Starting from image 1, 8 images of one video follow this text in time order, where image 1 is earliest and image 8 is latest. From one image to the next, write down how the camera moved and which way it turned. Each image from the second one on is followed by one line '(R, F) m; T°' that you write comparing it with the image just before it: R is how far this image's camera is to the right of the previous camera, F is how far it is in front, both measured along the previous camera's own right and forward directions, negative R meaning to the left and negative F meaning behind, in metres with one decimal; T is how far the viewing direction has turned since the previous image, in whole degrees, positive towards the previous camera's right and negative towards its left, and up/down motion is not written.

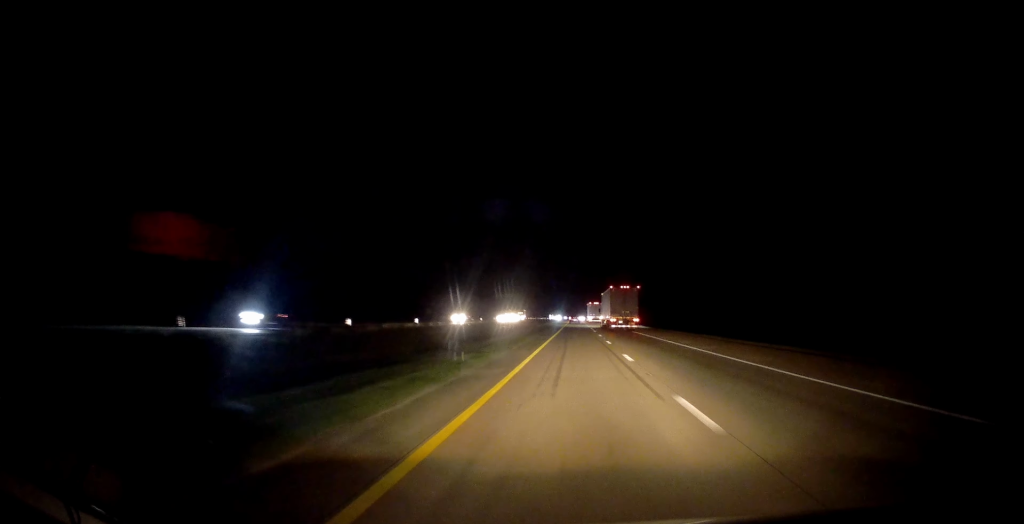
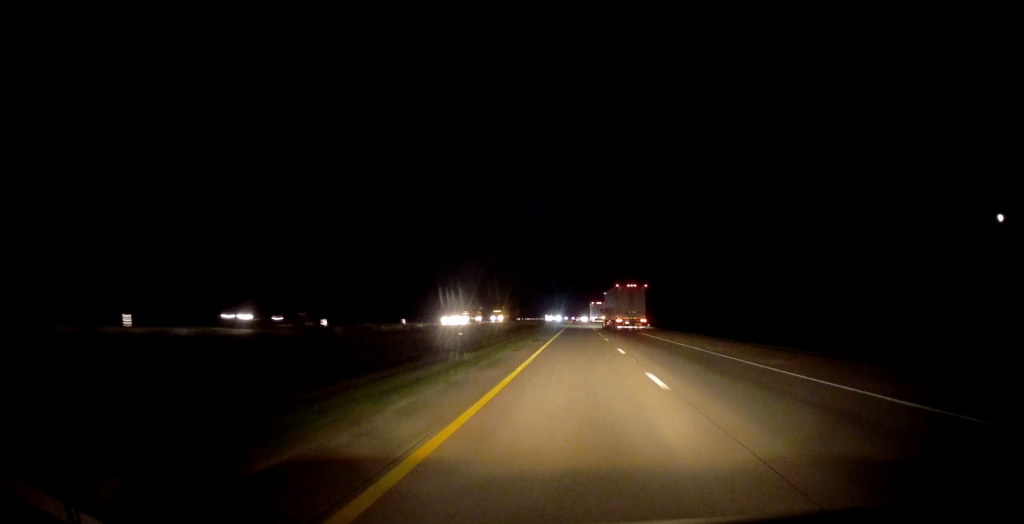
(-0.1, +39.6) m; 0°
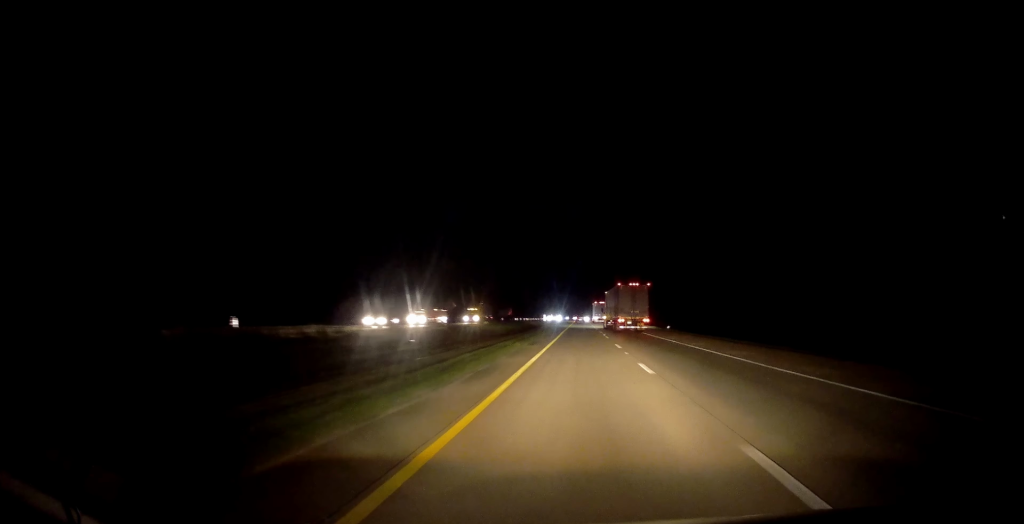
(0.0, +19.6) m; -1°
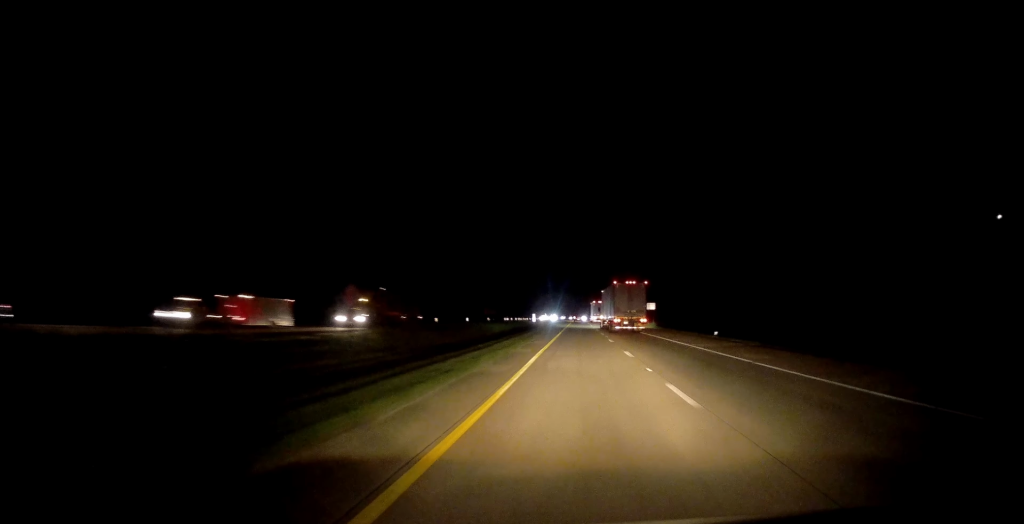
(-0.4, +29.1) m; -1°
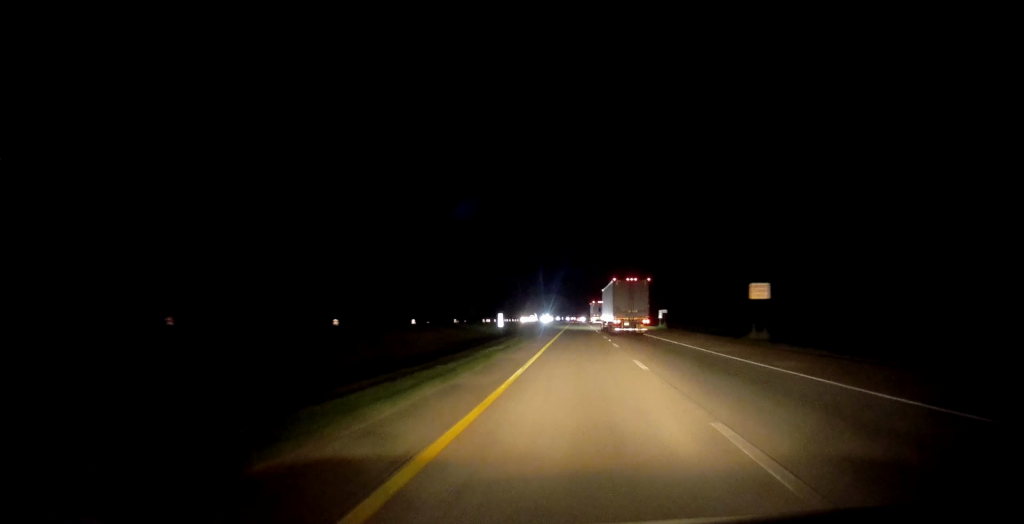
(+0.5, +52.5) m; +1°
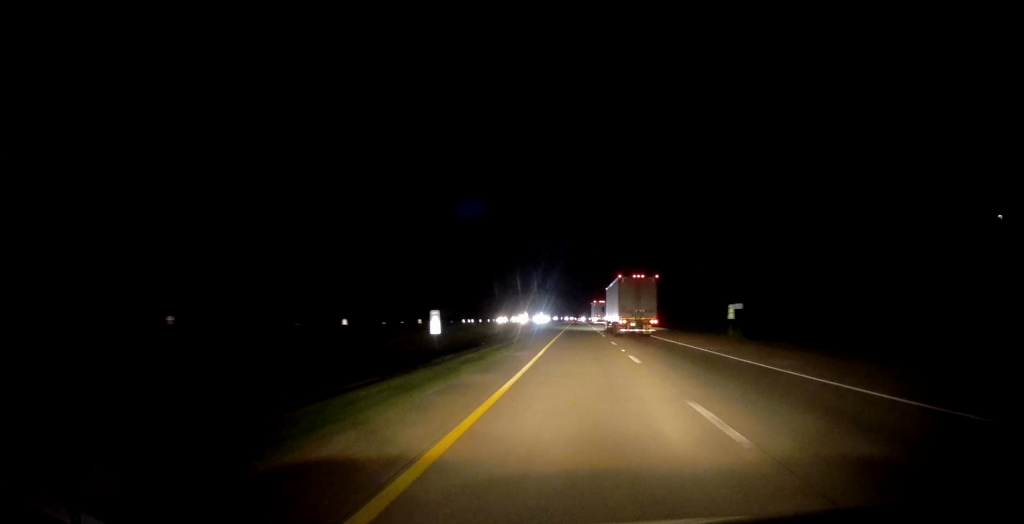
(-0.1, +33.4) m; 0°
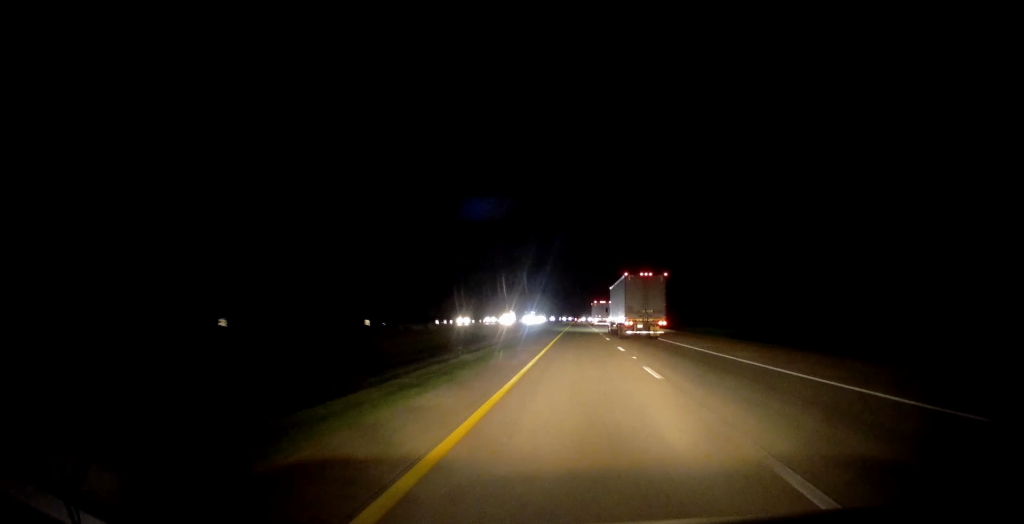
(+0.2, +28.7) m; +1°
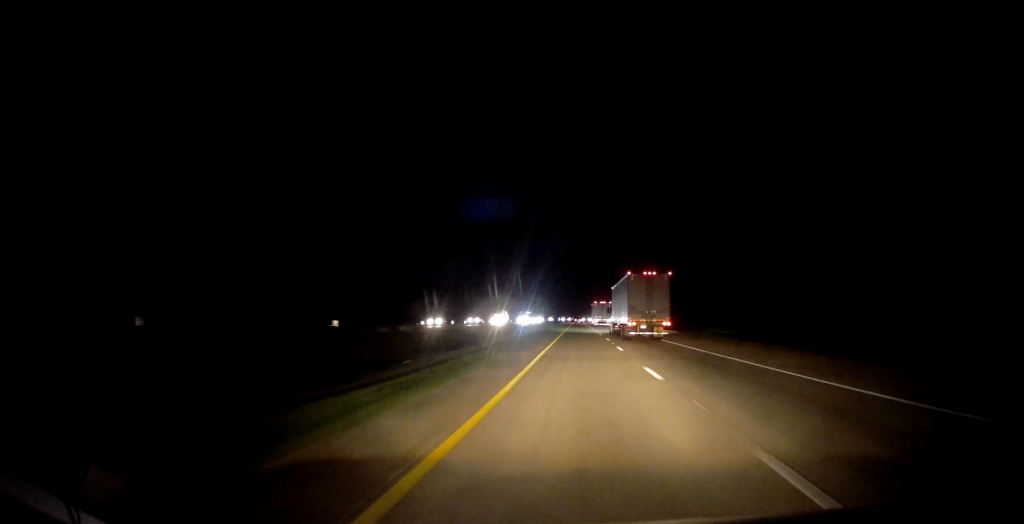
(+0.1, +11.6) m; 0°
